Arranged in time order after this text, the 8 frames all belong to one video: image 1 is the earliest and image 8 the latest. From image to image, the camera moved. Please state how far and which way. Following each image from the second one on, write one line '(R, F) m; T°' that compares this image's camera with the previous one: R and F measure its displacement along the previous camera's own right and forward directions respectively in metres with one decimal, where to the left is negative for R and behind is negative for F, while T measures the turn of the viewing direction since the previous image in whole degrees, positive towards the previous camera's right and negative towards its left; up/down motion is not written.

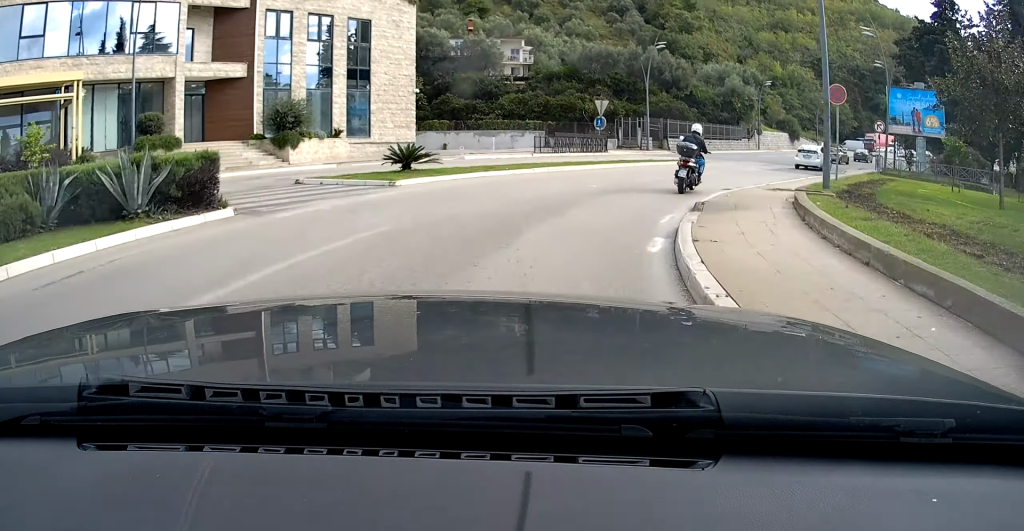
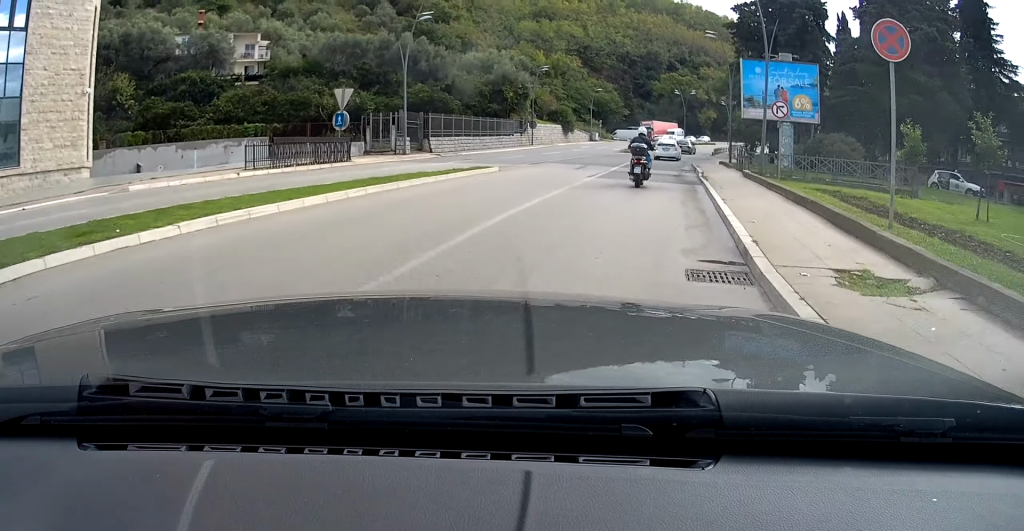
(+0.8, +12.7) m; +13°
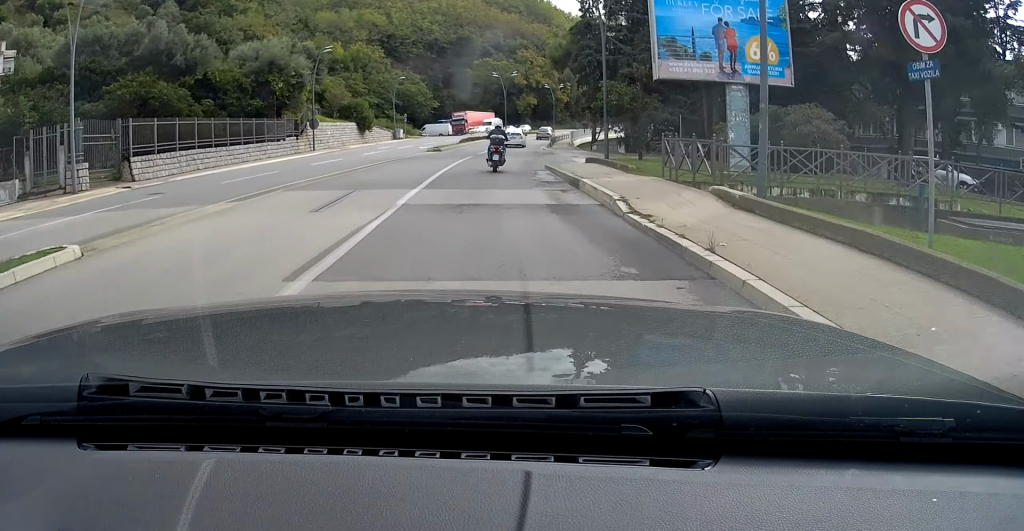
(+2.7, +15.4) m; +14°
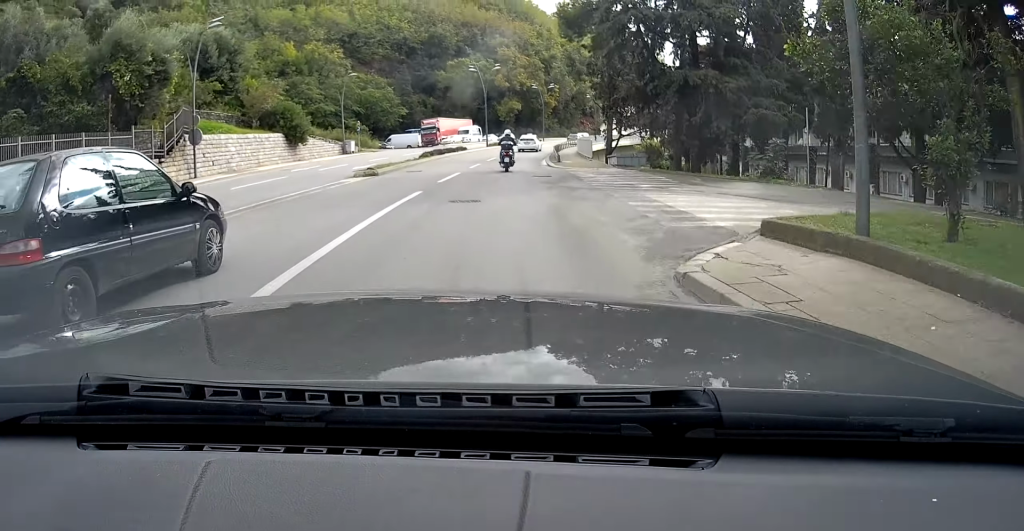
(+1.8, +17.8) m; +7°
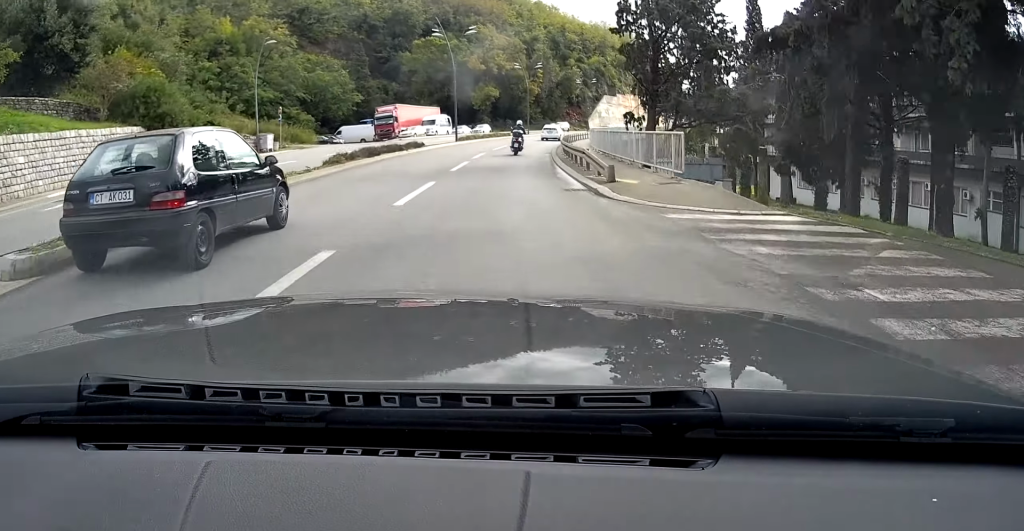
(+0.6, +17.8) m; +3°
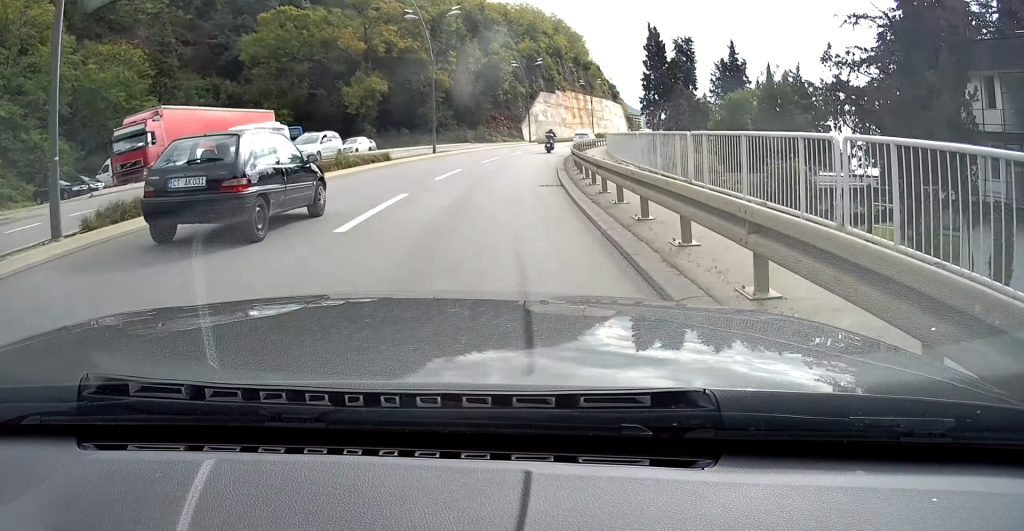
(+2.0, +38.0) m; +8°
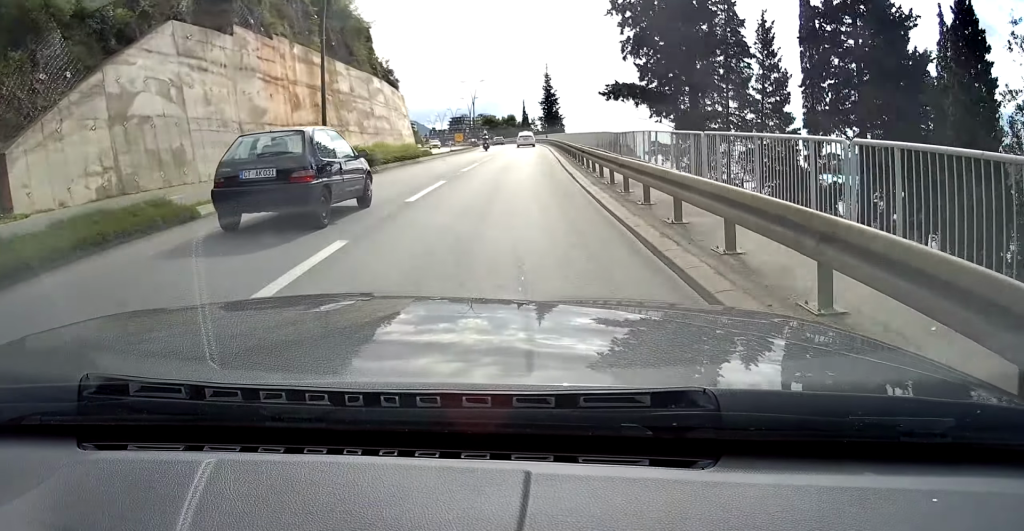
(+11.0, +70.2) m; +18°
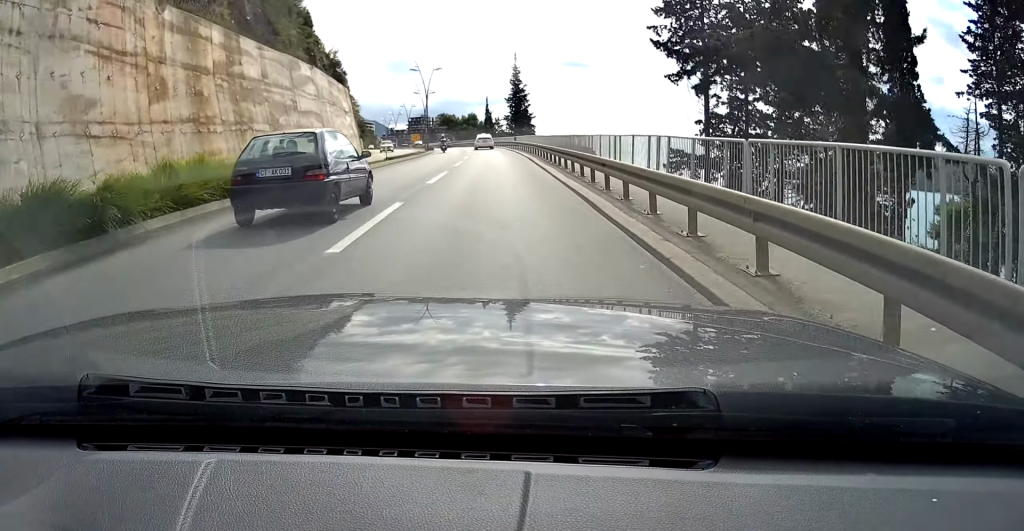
(+0.8, +14.9) m; +2°
